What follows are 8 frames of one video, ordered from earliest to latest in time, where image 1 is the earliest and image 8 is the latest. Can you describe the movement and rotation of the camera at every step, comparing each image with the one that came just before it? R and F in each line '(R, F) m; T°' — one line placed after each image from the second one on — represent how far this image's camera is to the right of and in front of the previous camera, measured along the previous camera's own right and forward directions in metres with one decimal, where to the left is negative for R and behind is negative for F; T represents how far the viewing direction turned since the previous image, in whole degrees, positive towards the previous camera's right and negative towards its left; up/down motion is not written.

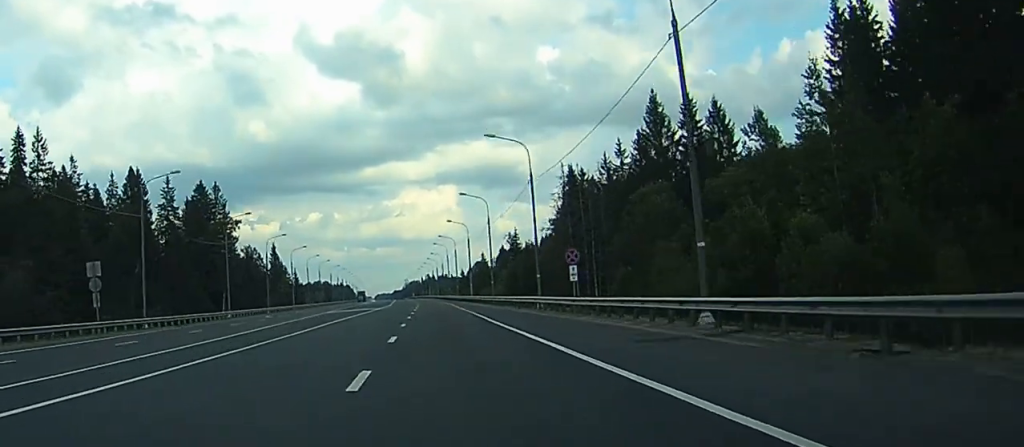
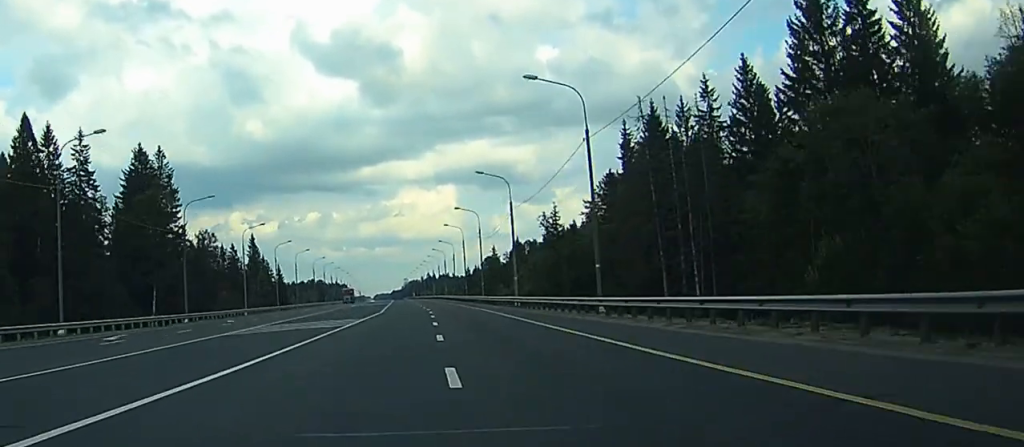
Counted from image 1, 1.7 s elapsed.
(-0.1, +47.9) m; 0°
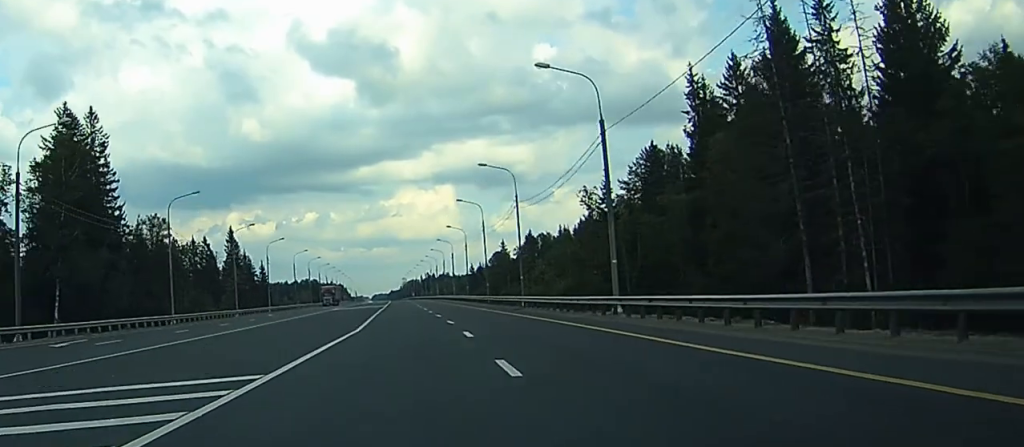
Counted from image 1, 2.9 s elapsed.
(+0.2, +34.7) m; 0°
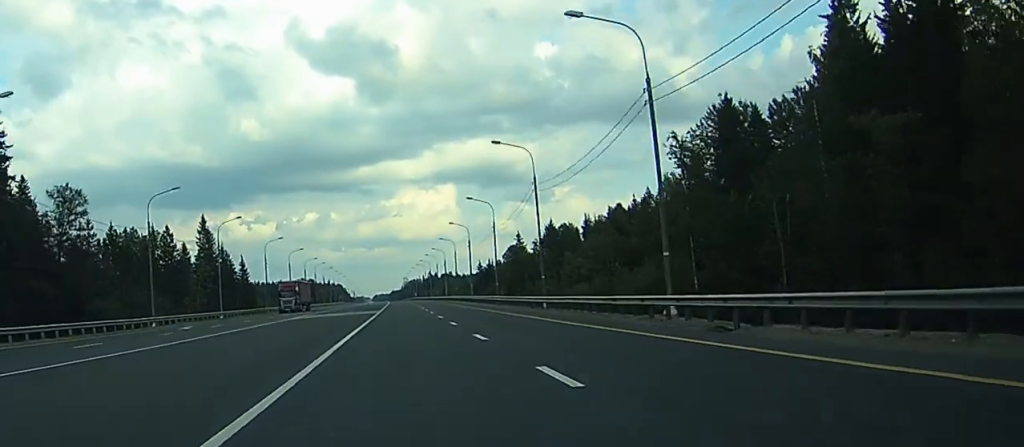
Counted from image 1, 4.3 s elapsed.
(-0.1, +37.5) m; 0°
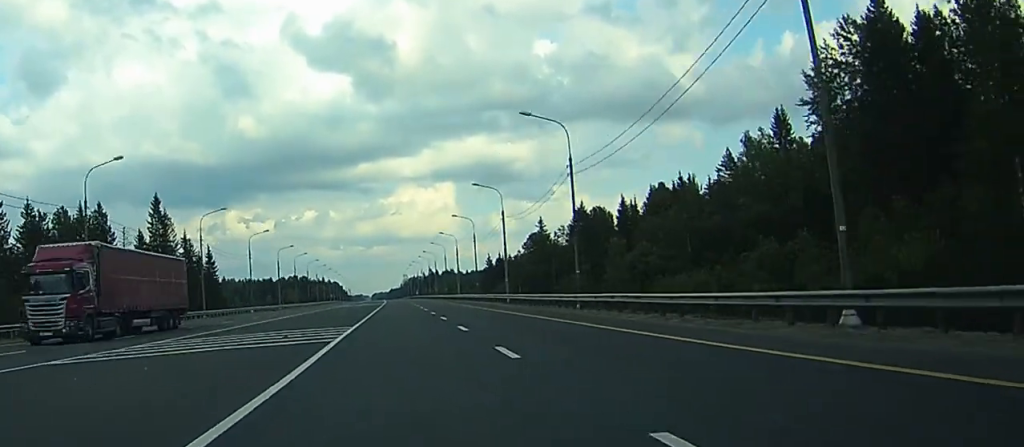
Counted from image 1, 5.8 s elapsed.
(-0.2, +42.4) m; 0°
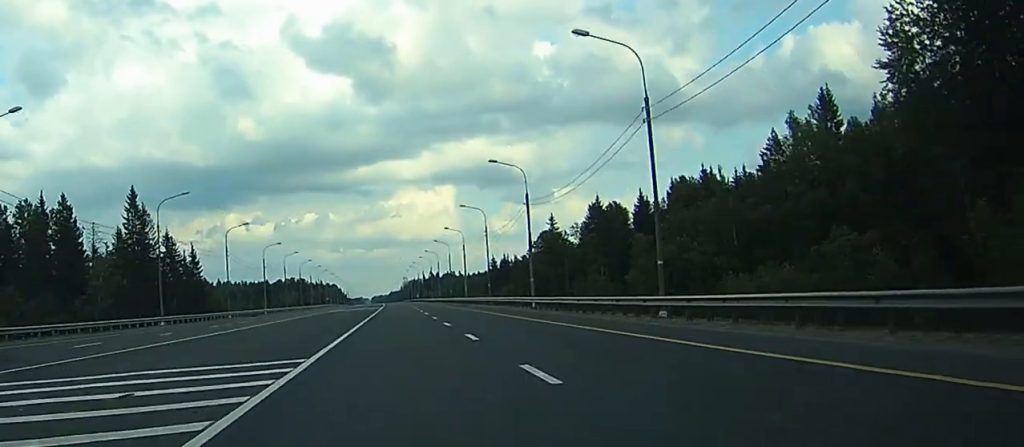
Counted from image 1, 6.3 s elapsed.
(0.0, +16.2) m; 0°
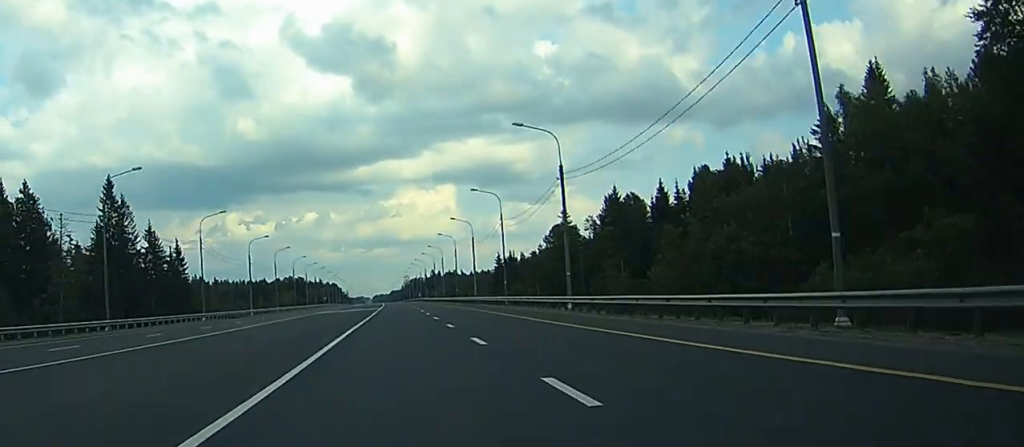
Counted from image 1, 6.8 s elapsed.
(0.0, +14.3) m; 0°
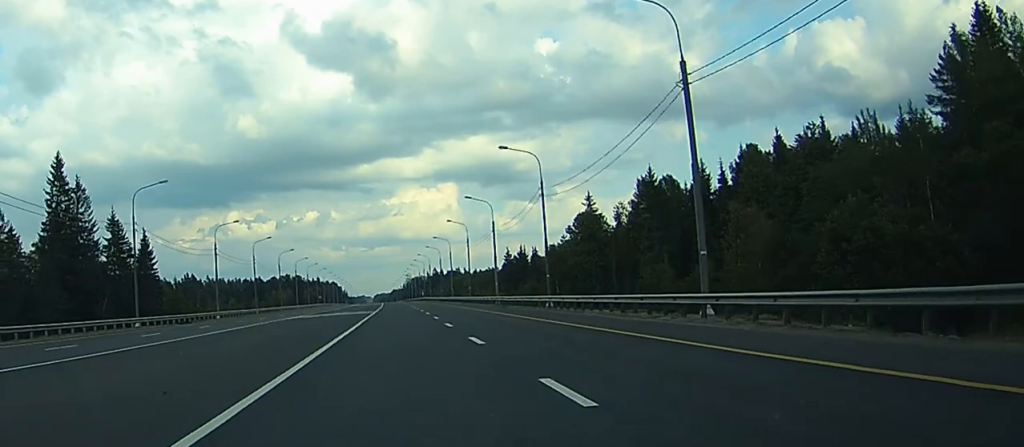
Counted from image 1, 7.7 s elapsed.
(-0.1, +24.1) m; 0°
